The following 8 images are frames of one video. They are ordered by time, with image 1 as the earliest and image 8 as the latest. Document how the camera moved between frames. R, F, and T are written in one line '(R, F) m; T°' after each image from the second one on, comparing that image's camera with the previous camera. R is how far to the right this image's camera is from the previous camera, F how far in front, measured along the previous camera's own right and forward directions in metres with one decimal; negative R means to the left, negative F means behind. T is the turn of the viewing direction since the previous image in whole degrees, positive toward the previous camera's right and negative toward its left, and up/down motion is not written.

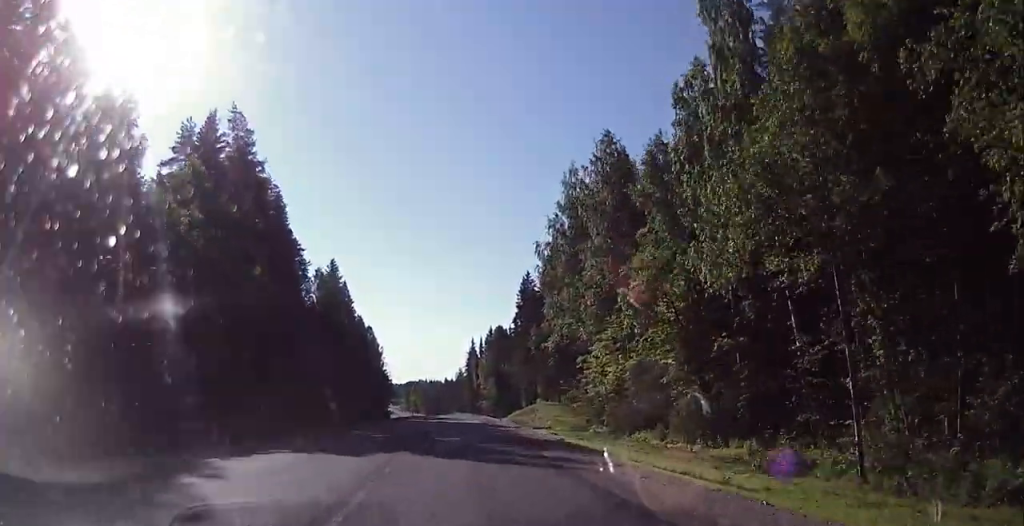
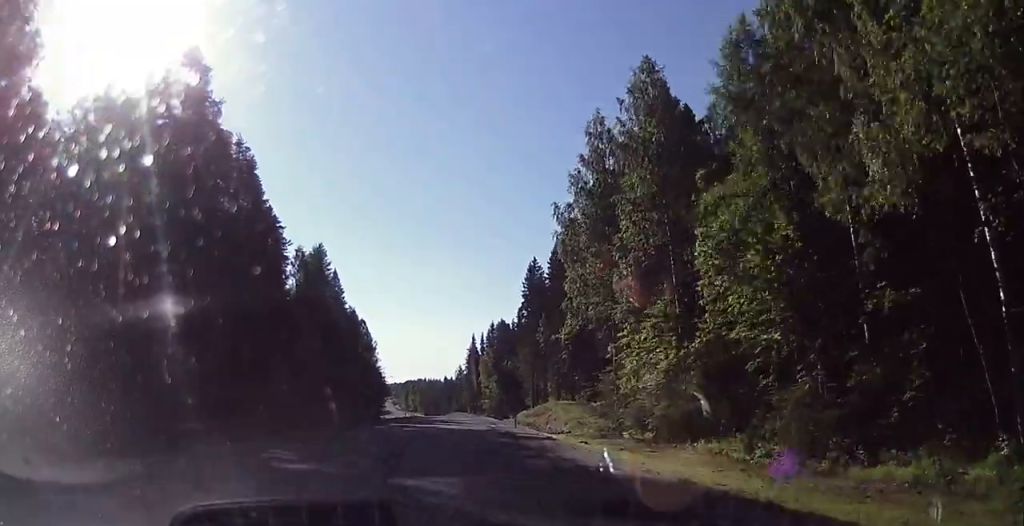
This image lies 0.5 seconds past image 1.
(0.0, +13.2) m; 0°
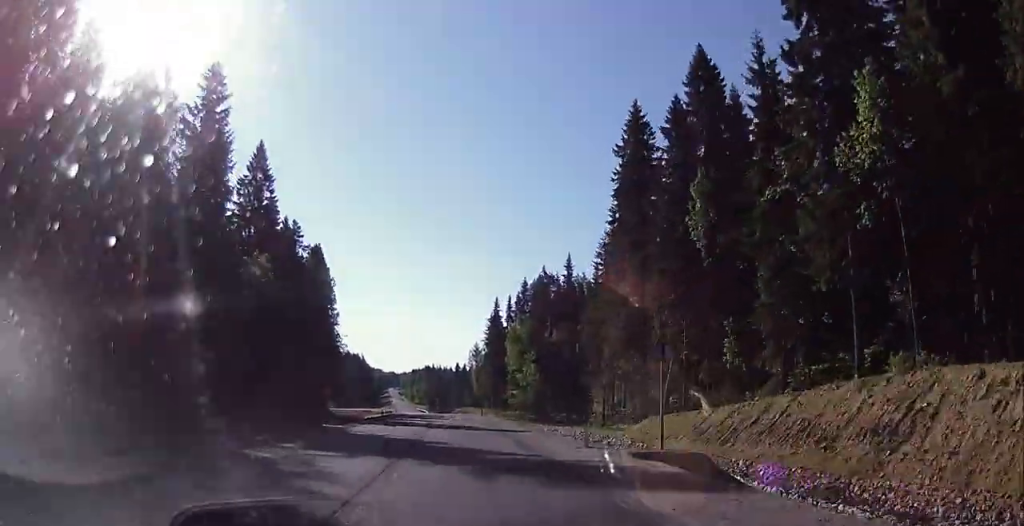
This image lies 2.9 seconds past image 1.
(-0.5, +69.7) m; -1°
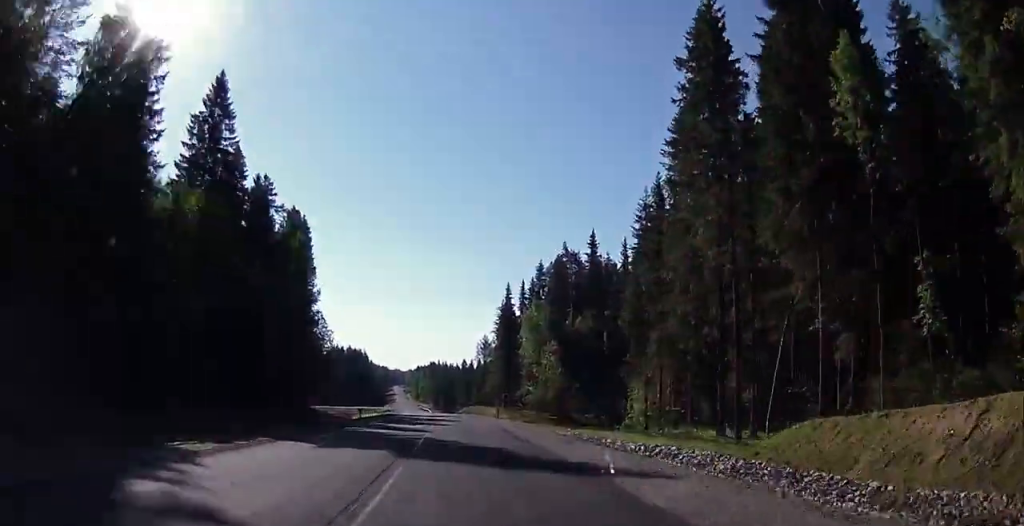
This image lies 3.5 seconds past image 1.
(0.0, +18.4) m; -1°
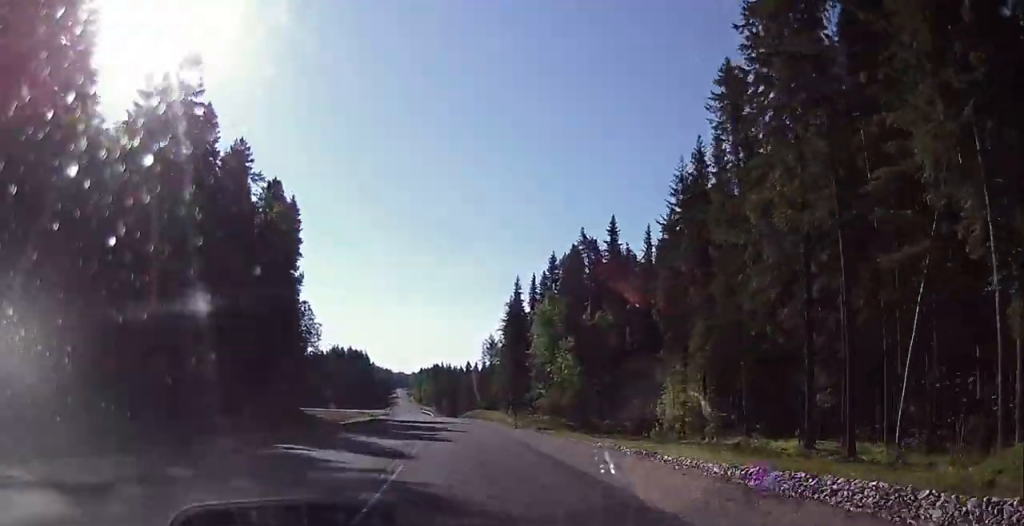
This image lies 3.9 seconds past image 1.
(-0.2, +11.5) m; -1°
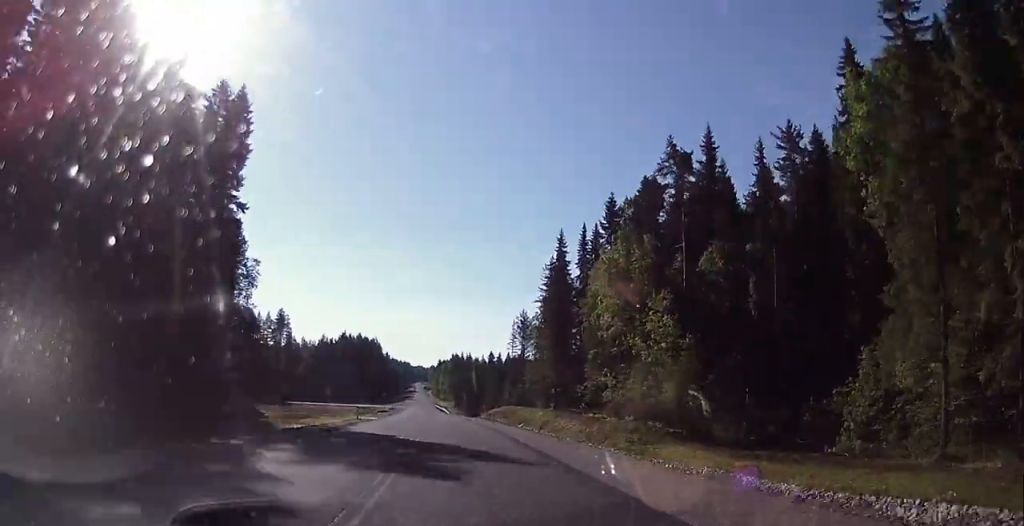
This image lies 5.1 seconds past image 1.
(-0.5, +34.7) m; -1°
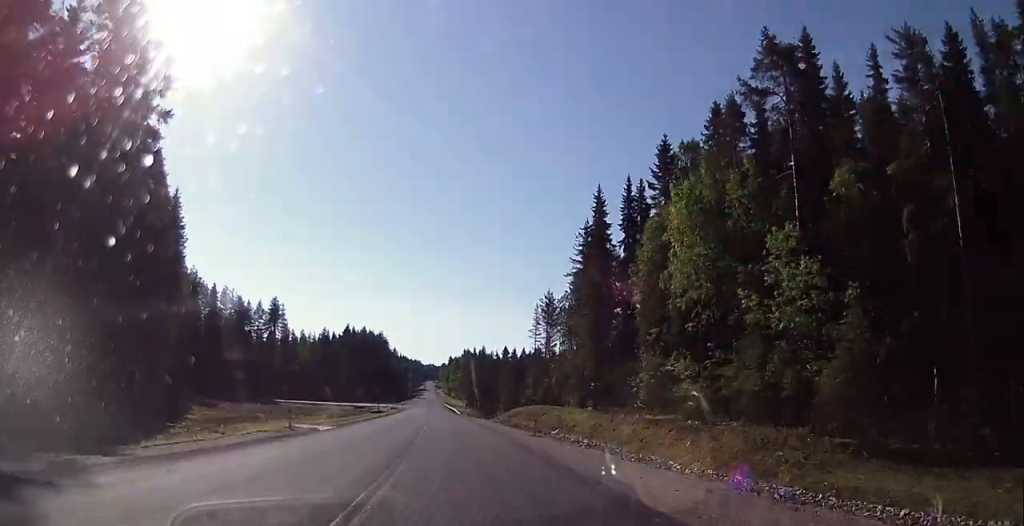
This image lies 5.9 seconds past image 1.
(-0.1, +21.4) m; -1°
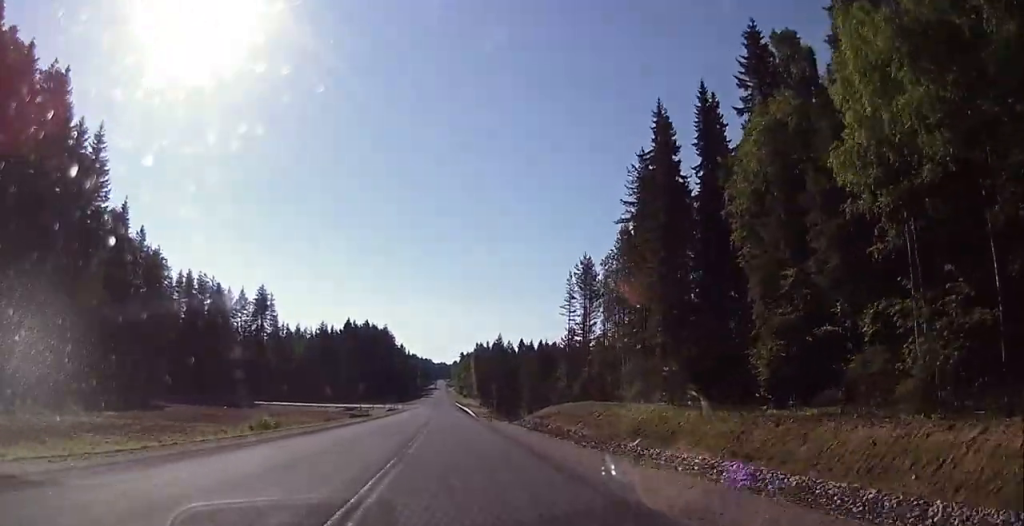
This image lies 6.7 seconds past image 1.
(-0.1, +24.7) m; -1°
